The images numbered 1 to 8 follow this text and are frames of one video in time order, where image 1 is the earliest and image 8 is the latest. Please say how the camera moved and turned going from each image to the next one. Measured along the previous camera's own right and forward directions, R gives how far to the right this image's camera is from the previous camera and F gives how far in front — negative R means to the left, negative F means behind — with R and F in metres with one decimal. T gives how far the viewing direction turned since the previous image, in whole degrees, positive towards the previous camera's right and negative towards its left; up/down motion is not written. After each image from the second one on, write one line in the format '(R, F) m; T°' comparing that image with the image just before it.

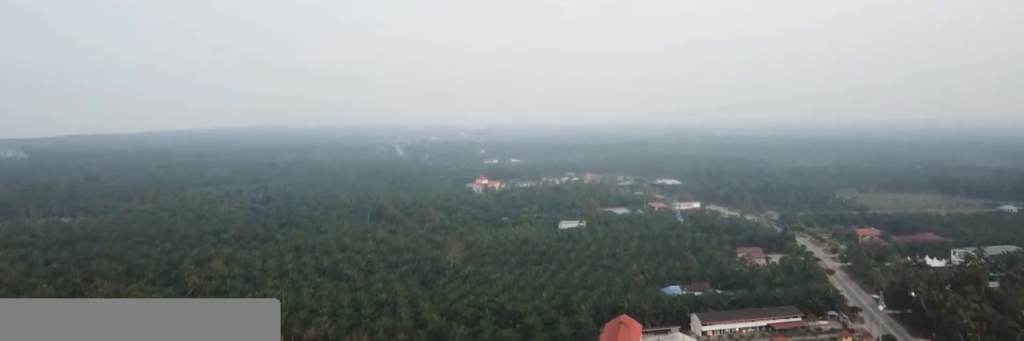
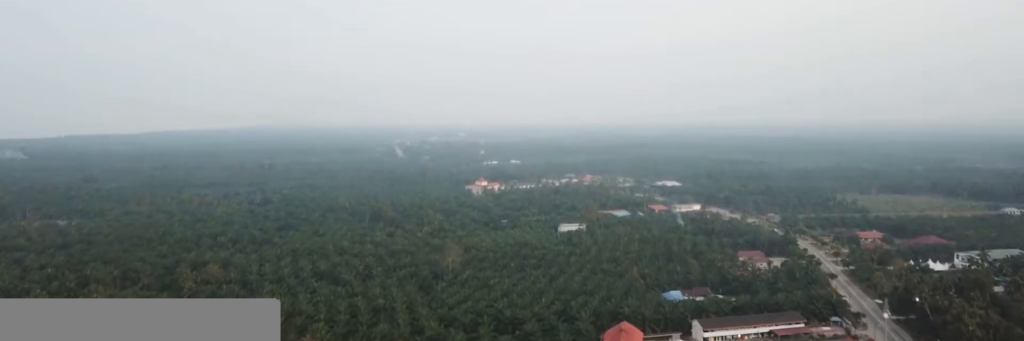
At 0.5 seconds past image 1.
(-0.1, +4.2) m; -1°
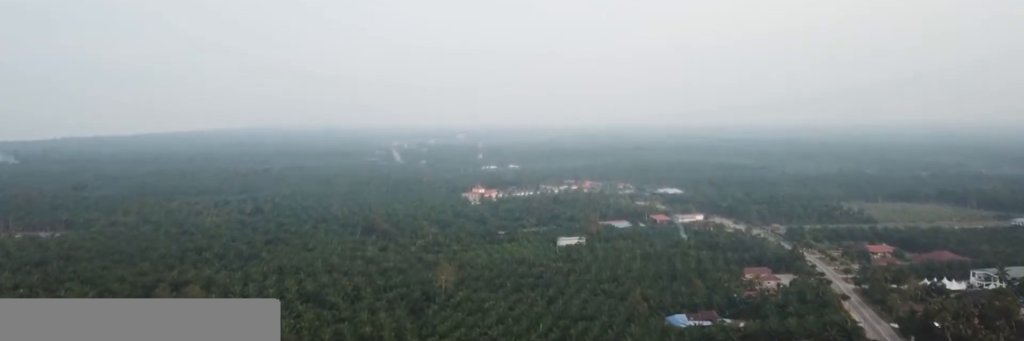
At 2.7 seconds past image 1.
(-0.2, +20.3) m; -1°
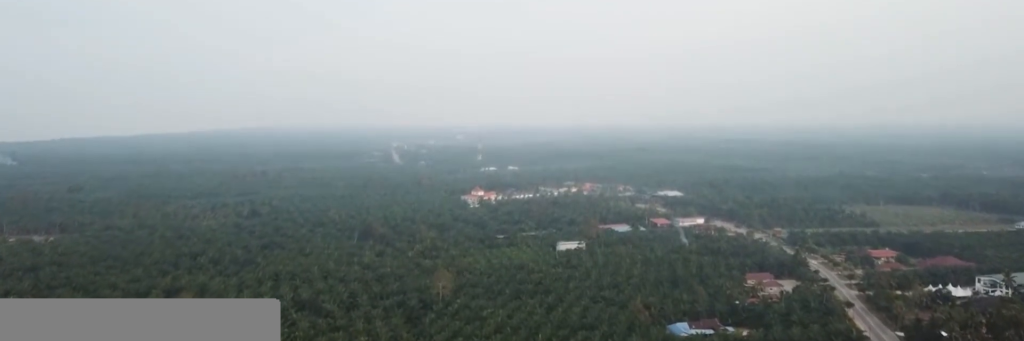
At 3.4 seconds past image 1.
(0.0, +6.3) m; 0°
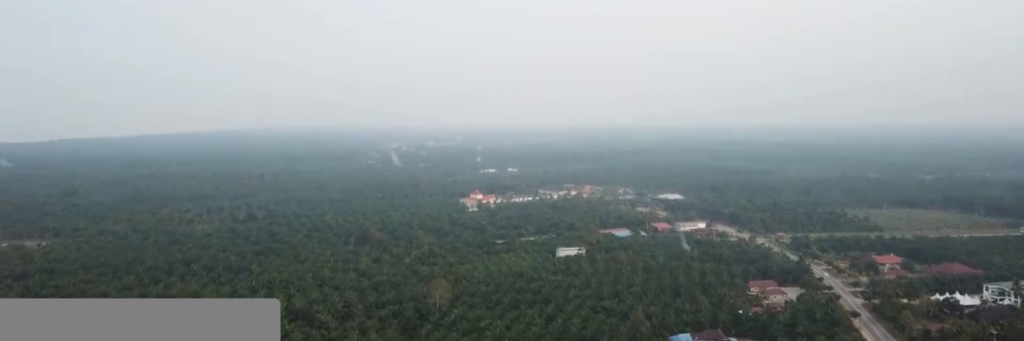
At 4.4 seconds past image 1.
(0.0, +8.7) m; 0°
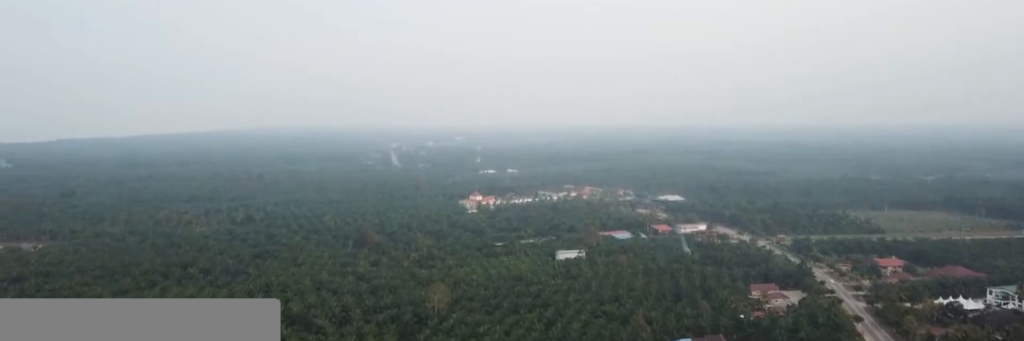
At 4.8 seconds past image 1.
(0.0, +3.9) m; 0°
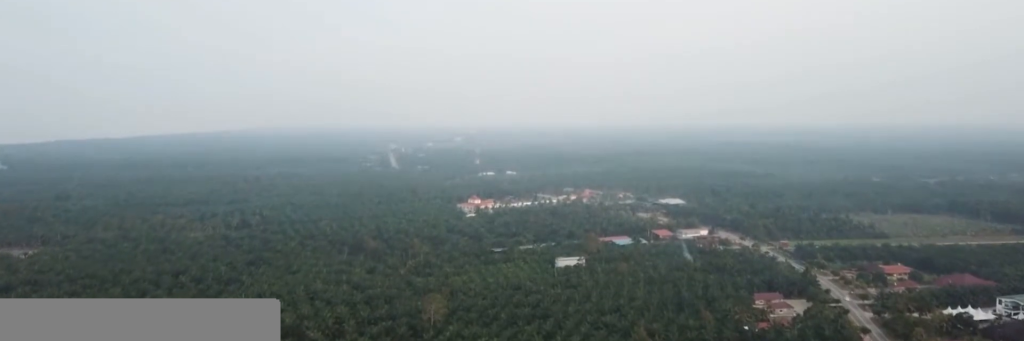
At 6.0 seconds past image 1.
(0.0, +10.2) m; 0°
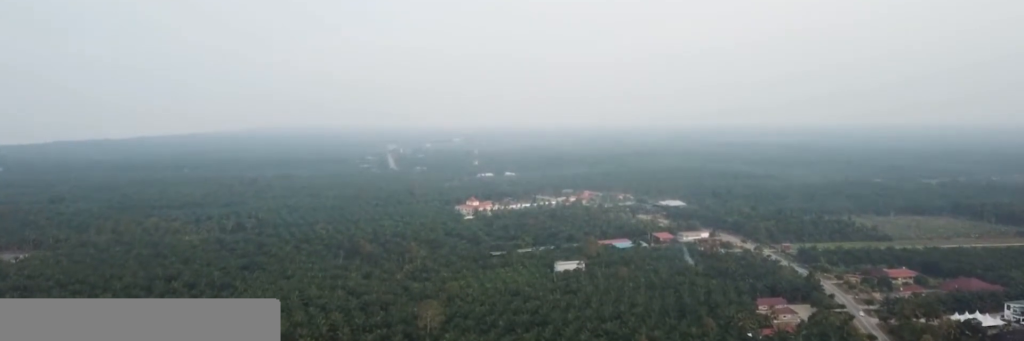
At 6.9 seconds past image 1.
(0.0, +8.4) m; 0°
